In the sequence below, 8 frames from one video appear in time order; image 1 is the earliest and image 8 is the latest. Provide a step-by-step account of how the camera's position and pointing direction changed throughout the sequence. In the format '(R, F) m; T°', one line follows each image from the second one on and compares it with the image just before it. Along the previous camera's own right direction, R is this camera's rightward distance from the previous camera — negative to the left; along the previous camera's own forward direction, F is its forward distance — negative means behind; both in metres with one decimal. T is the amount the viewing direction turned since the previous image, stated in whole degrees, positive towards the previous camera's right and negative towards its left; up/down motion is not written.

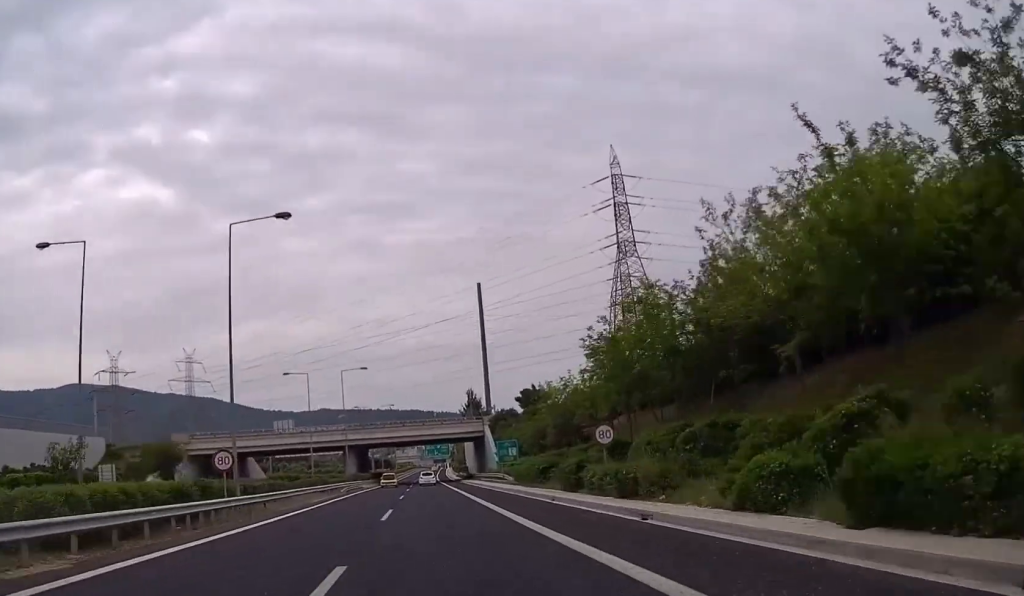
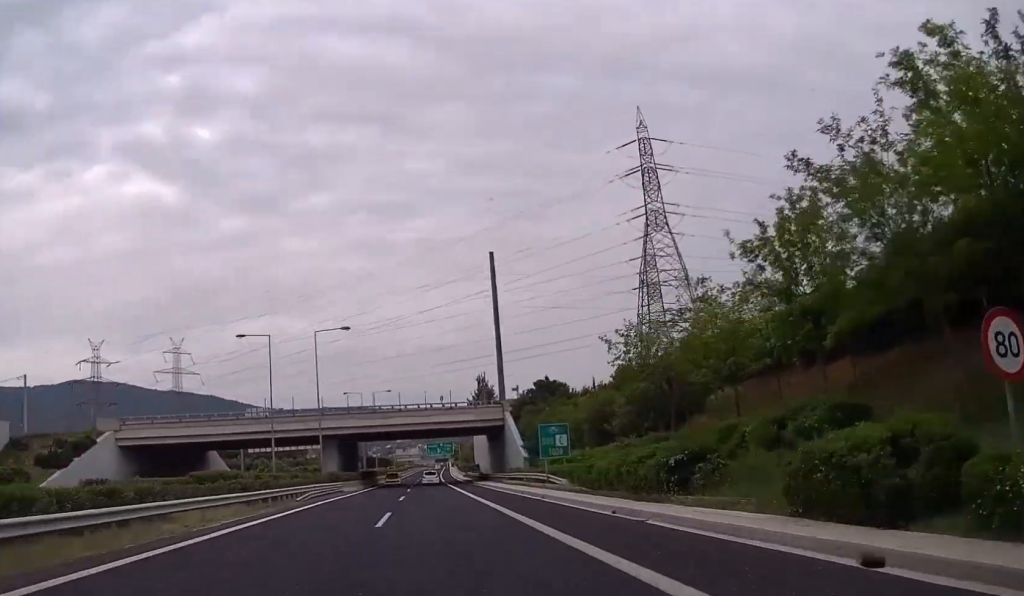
(-0.2, +21.4) m; 0°
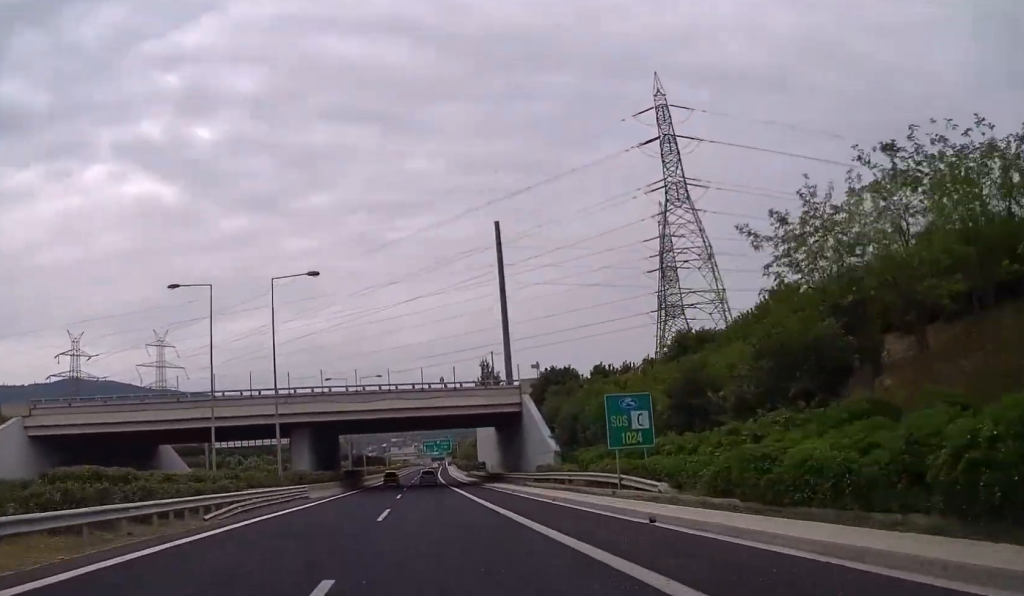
(+0.1, +16.3) m; 0°
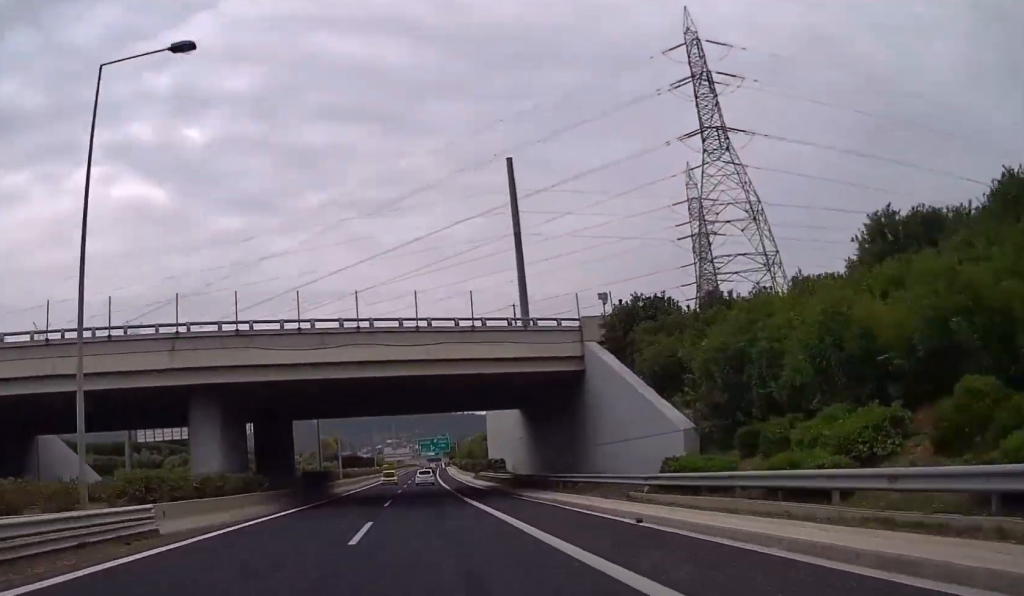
(+0.1, +23.5) m; 0°
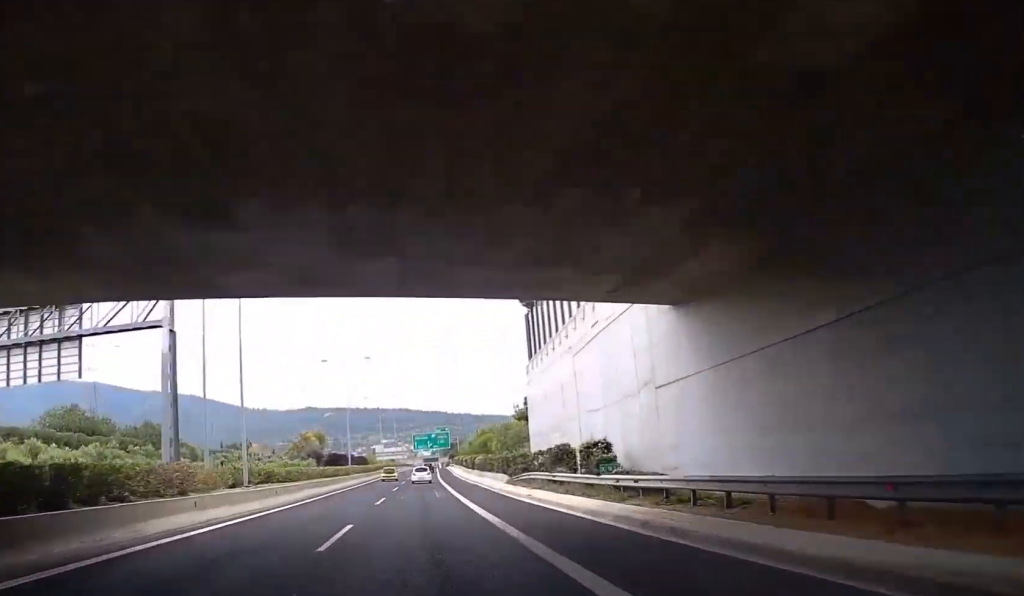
(+0.1, +35.9) m; +1°
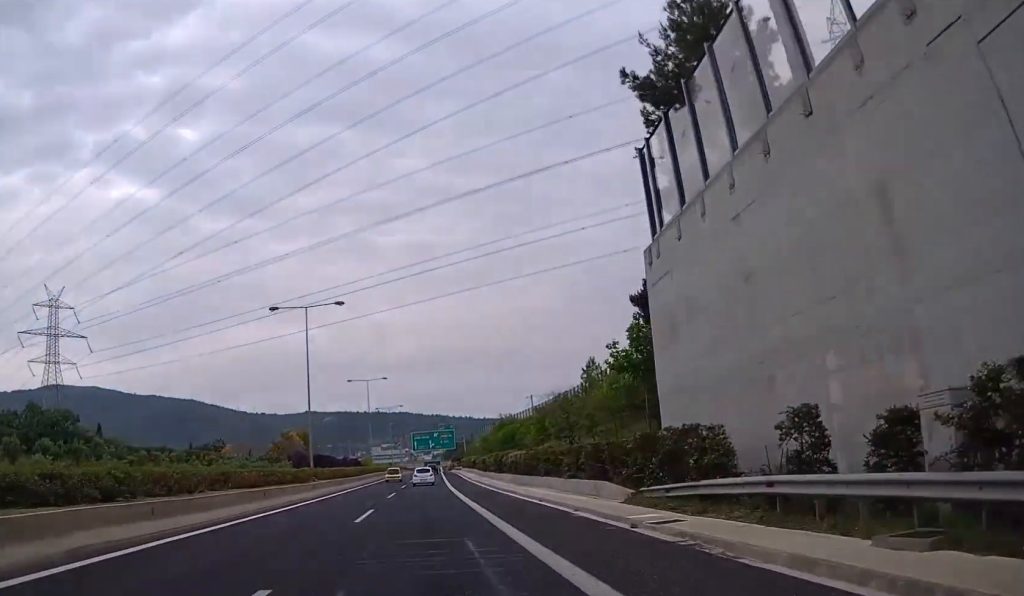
(+0.1, +28.9) m; 0°
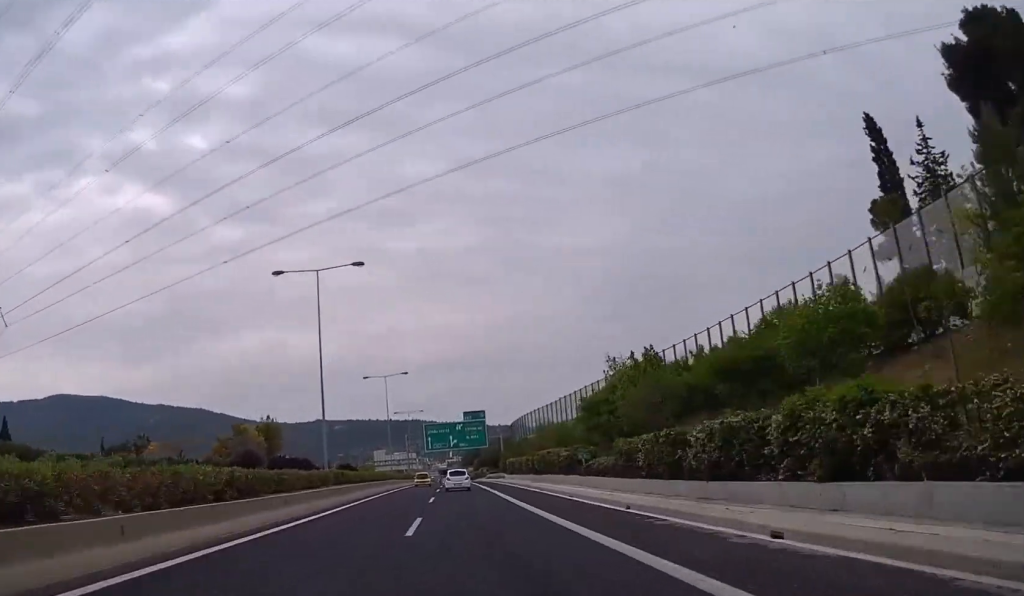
(-0.5, +57.4) m; -1°
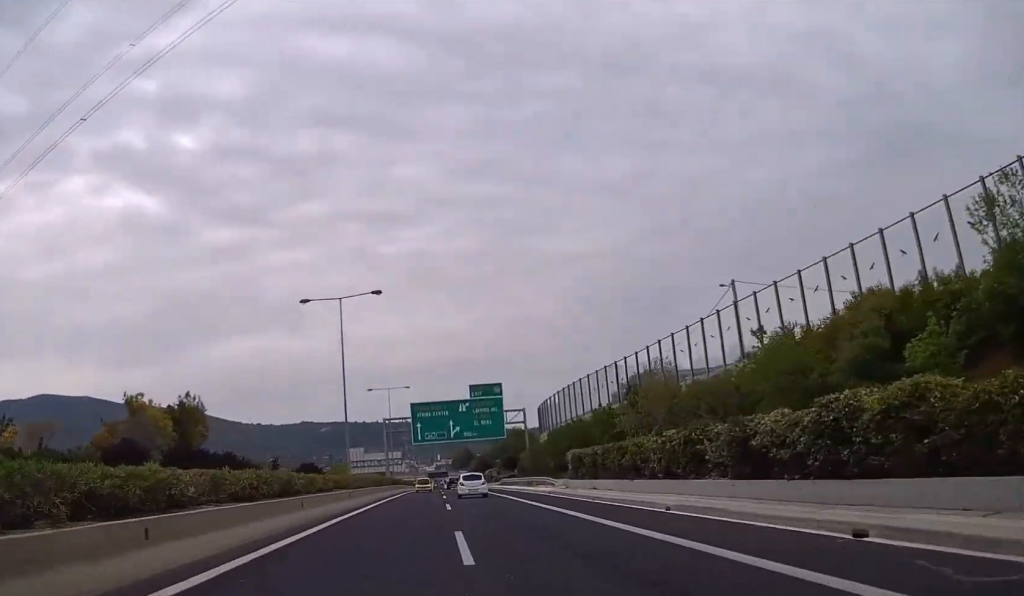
(+0.1, +41.9) m; 0°
